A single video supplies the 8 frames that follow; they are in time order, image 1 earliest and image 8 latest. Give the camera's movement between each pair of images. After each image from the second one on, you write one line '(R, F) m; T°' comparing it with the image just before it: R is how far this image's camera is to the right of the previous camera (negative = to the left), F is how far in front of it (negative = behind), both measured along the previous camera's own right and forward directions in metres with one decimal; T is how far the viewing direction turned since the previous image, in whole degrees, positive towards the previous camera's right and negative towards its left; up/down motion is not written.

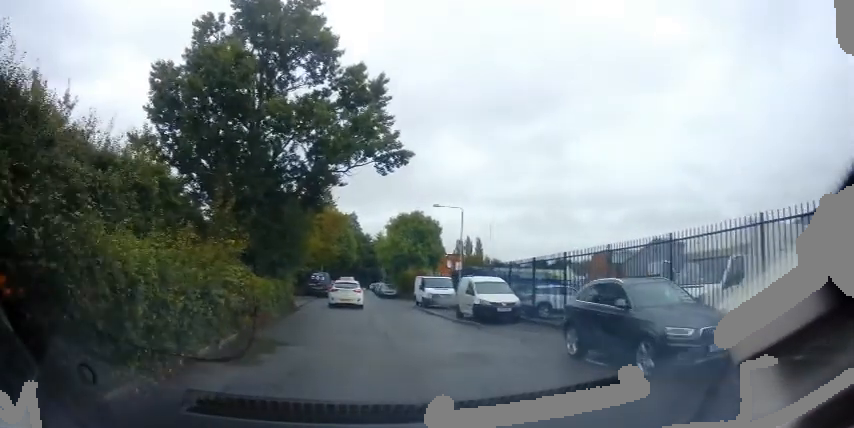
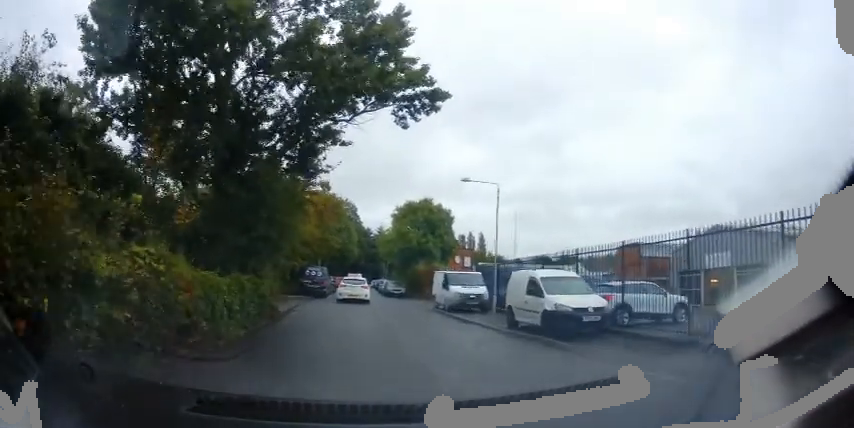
(0.0, +6.5) m; +4°
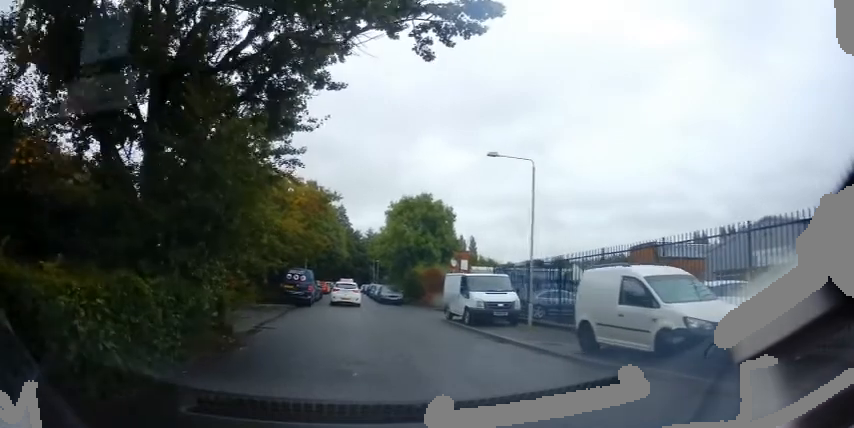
(+0.3, +5.4) m; 0°
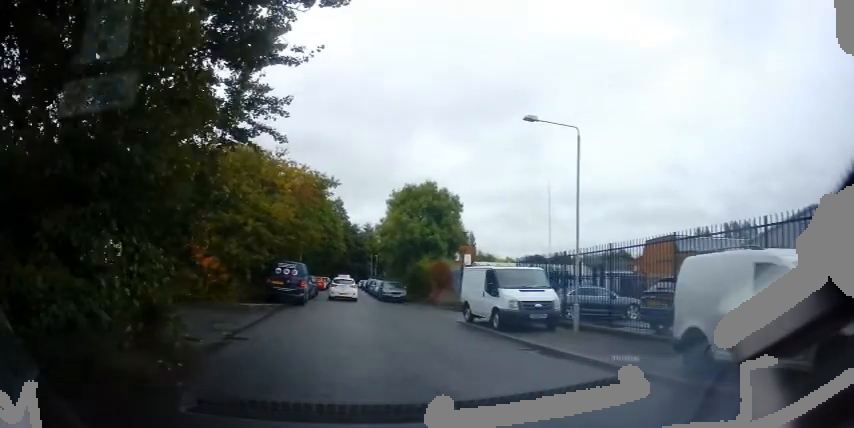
(-0.1, +3.8) m; -3°
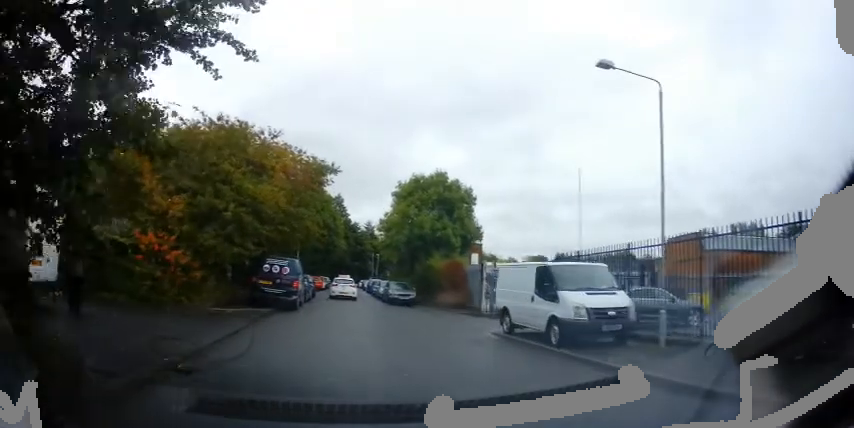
(-0.2, +4.2) m; 0°
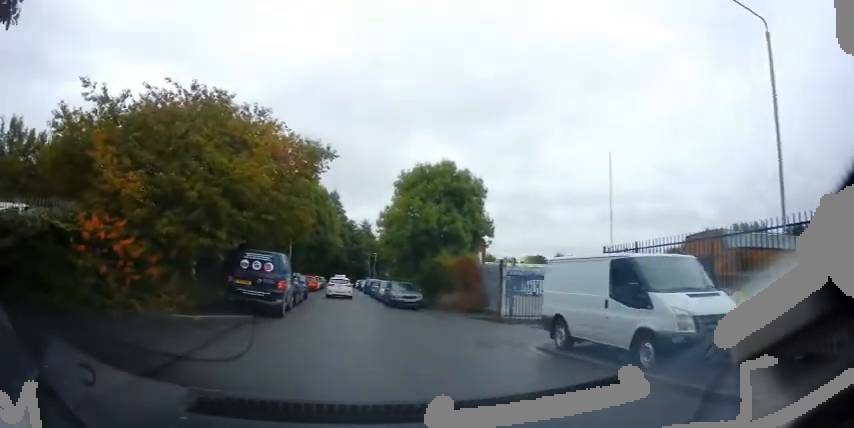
(+0.3, +3.6) m; +1°
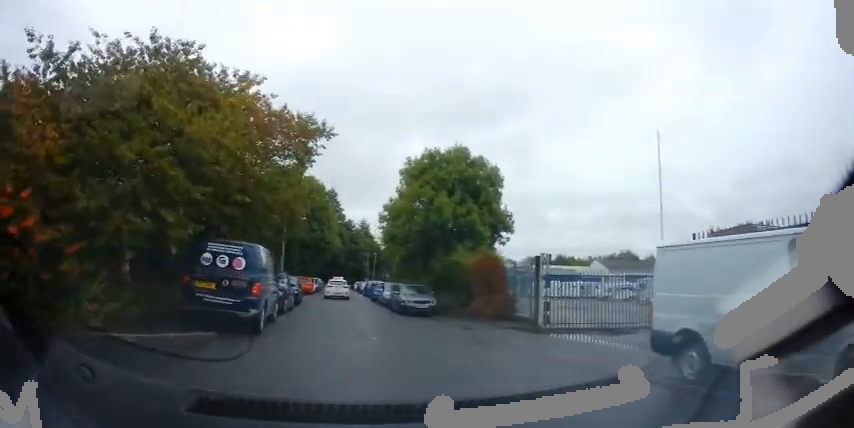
(-0.2, +4.3) m; +1°
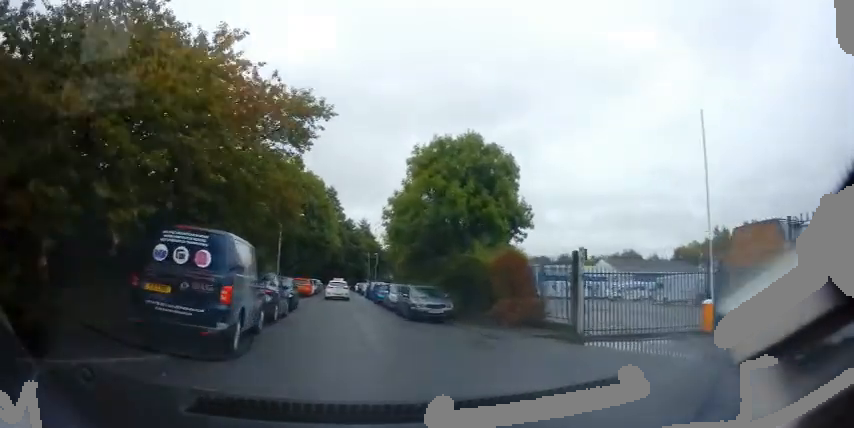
(0.0, +3.2) m; +4°
